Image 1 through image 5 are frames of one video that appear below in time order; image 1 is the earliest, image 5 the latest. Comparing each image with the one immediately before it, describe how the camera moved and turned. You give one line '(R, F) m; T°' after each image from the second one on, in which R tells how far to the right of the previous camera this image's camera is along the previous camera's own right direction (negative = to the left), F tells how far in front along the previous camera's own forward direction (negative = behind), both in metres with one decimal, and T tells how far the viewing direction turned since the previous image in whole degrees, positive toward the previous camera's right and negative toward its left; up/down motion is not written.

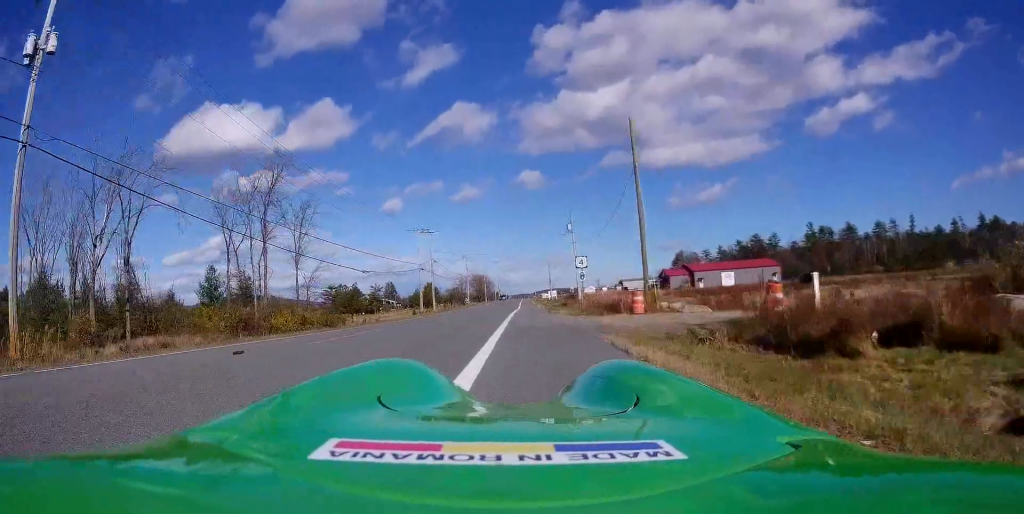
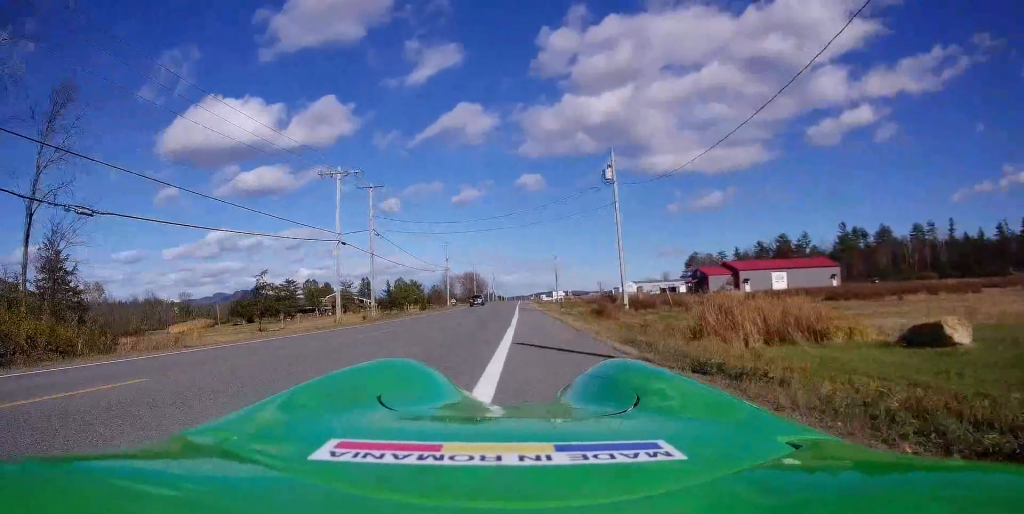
(-0.5, +33.0) m; 0°
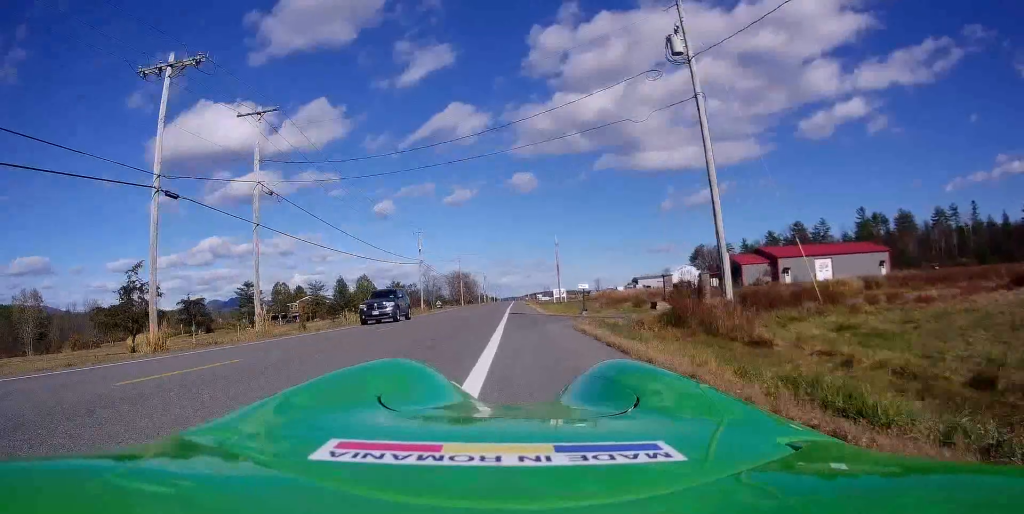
(+0.4, +21.2) m; +1°
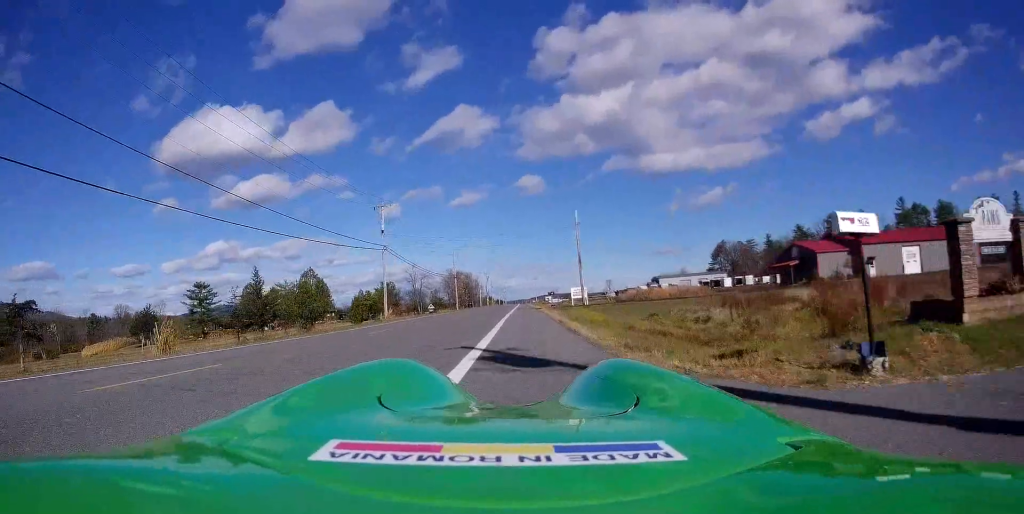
(-0.4, +24.6) m; -1°
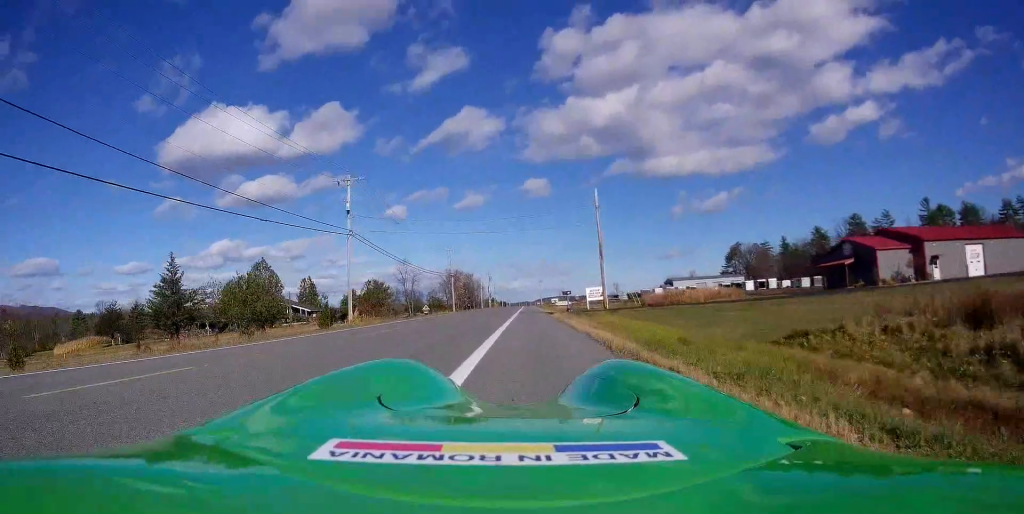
(+0.2, +12.9) m; -1°
